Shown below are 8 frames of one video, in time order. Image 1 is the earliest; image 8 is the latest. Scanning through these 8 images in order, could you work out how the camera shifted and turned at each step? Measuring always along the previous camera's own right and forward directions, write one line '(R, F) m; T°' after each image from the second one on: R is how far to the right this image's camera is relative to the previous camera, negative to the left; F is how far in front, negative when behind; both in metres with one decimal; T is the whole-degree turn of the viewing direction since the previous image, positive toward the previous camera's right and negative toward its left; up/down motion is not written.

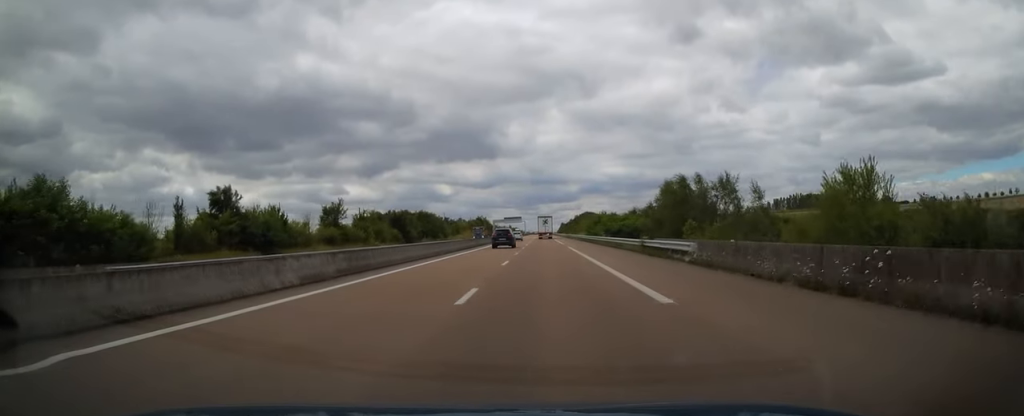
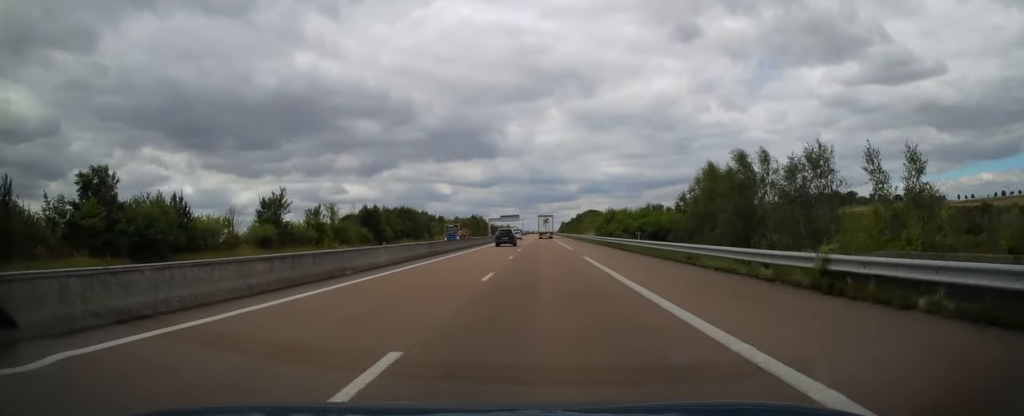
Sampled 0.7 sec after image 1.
(0.0, +20.2) m; 0°
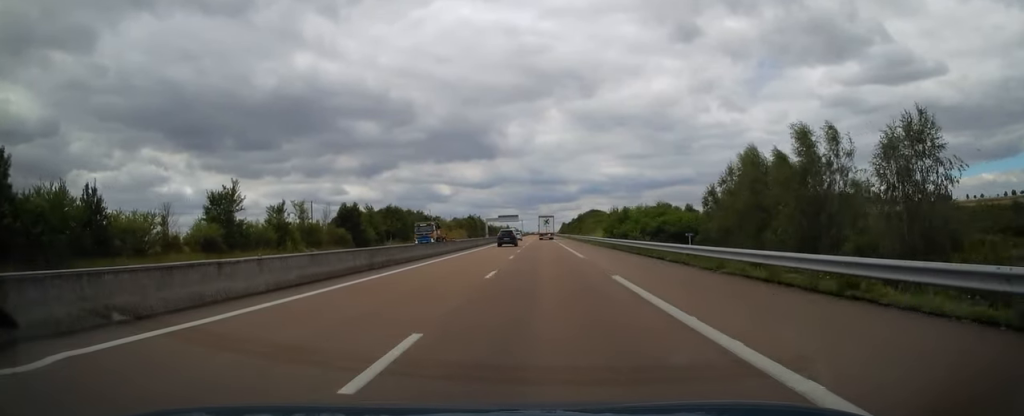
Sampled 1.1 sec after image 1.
(0.0, +11.6) m; 0°
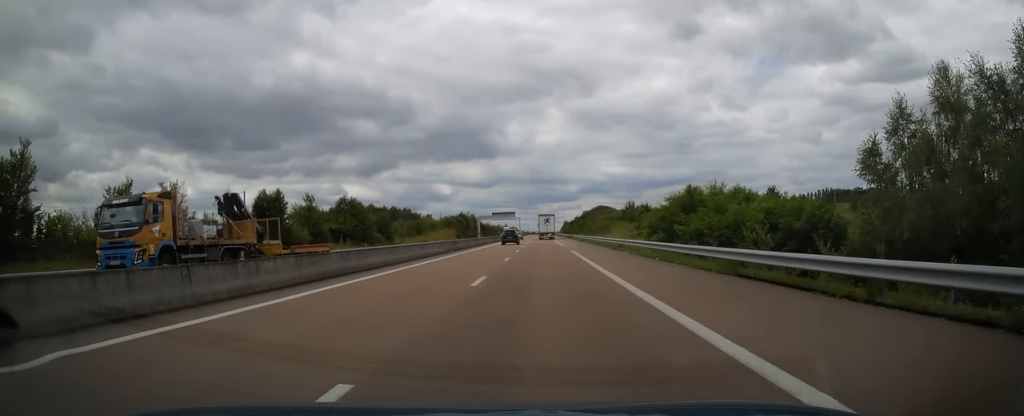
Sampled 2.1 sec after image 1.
(+0.2, +28.4) m; 0°
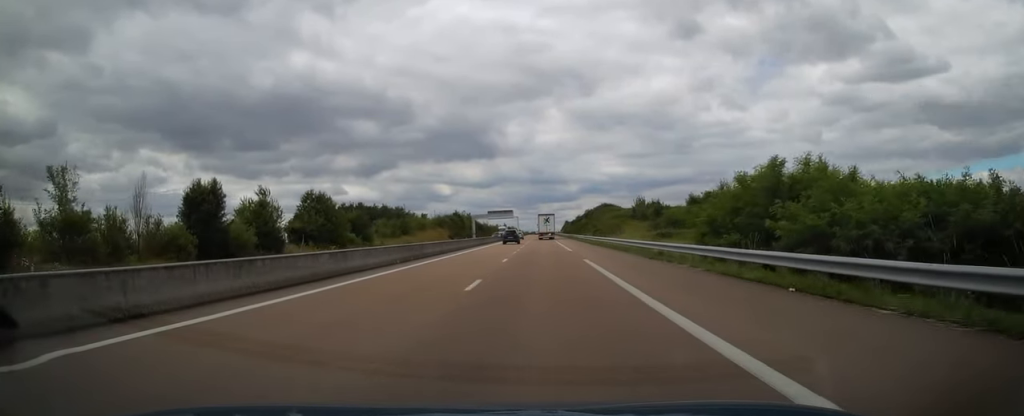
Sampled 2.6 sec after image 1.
(+0.2, +14.0) m; 0°
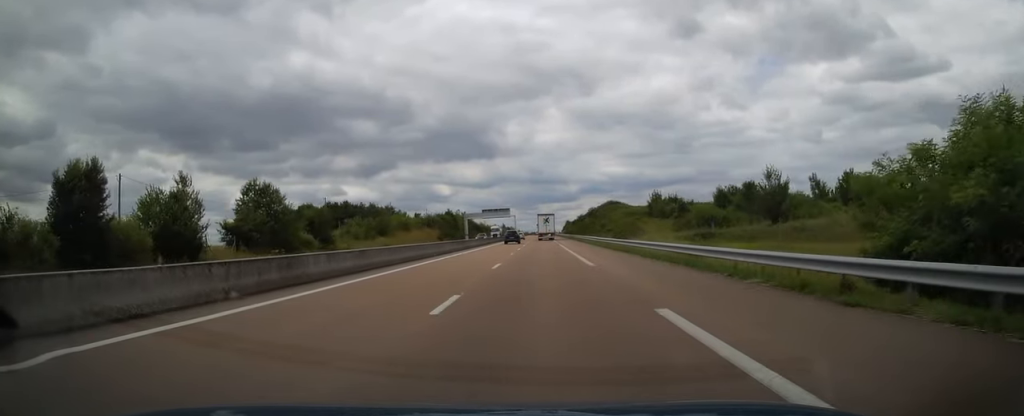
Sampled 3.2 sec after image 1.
(-0.2, +16.9) m; 0°
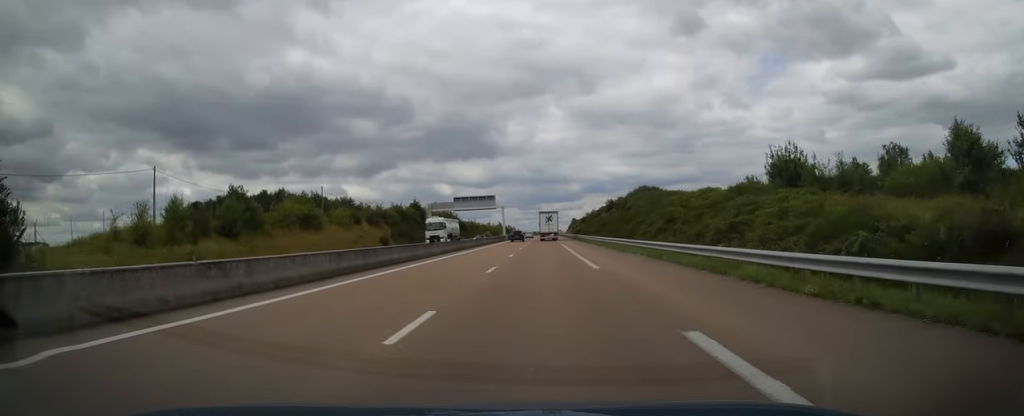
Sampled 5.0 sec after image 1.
(-0.3, +54.0) m; 0°
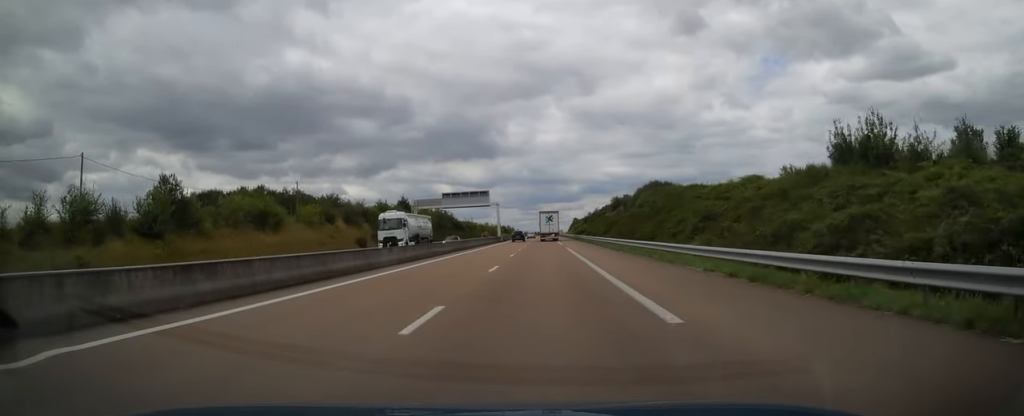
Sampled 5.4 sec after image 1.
(0.0, +12.0) m; 0°
